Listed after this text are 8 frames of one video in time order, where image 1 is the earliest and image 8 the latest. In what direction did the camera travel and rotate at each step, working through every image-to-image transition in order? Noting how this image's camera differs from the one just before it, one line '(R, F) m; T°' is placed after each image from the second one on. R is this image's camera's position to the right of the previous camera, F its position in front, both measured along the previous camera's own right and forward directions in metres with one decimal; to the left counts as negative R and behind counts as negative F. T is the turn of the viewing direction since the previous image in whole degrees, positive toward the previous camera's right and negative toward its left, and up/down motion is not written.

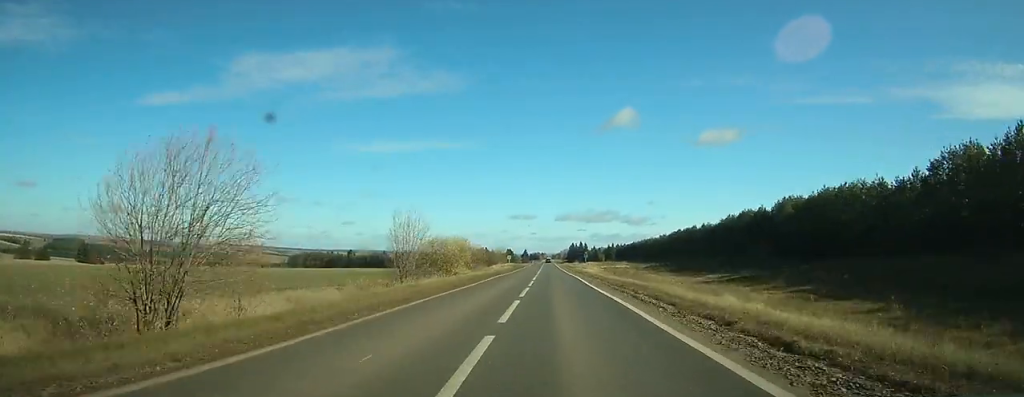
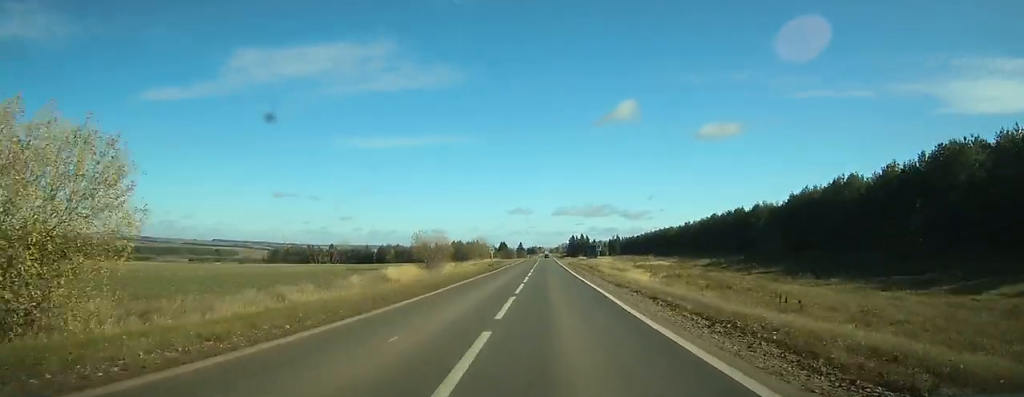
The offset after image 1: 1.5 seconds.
(+0.2, +45.7) m; 0°
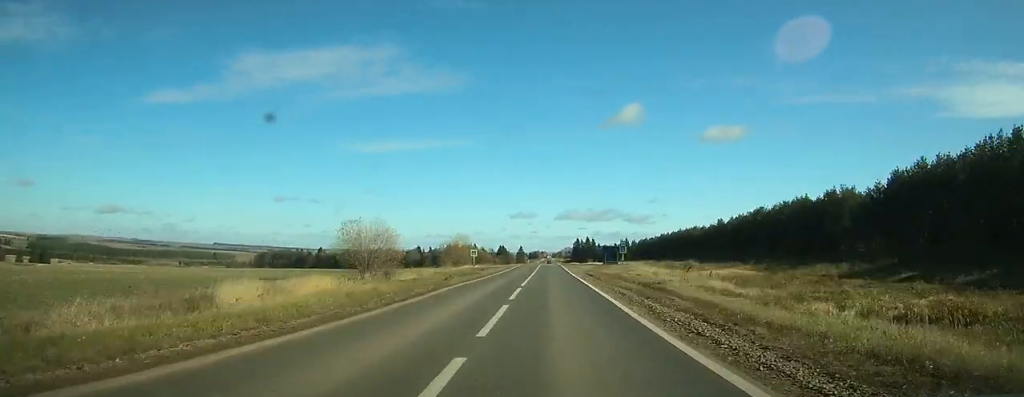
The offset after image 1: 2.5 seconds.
(+0.1, +32.9) m; 0°
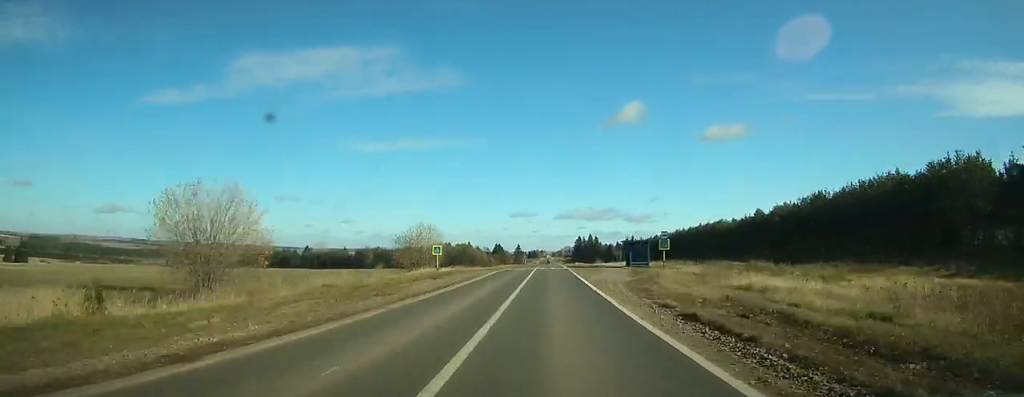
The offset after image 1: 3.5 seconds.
(+0.1, +27.8) m; 0°
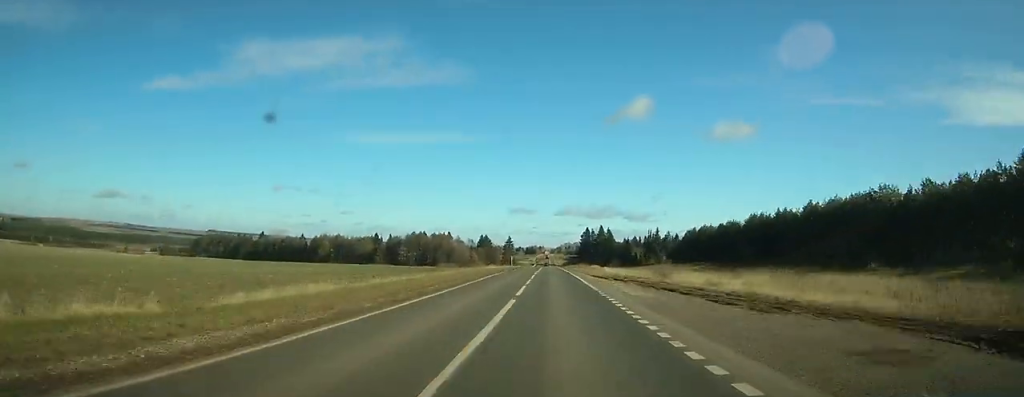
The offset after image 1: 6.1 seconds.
(+0.1, +74.8) m; 0°
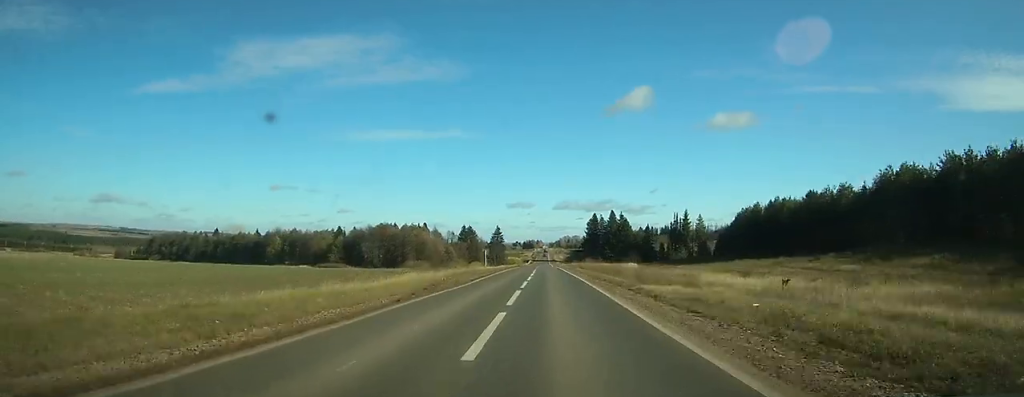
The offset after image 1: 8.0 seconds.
(-0.3, +52.5) m; -1°
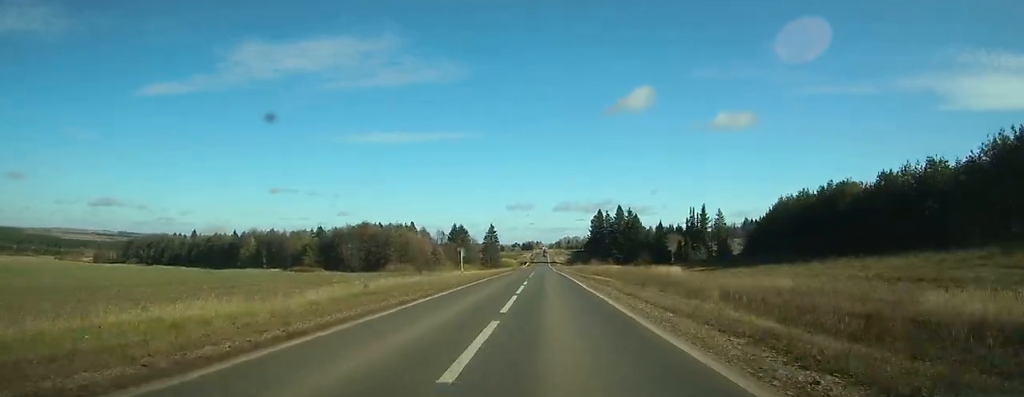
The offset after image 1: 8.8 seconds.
(-0.1, +22.5) m; 0°
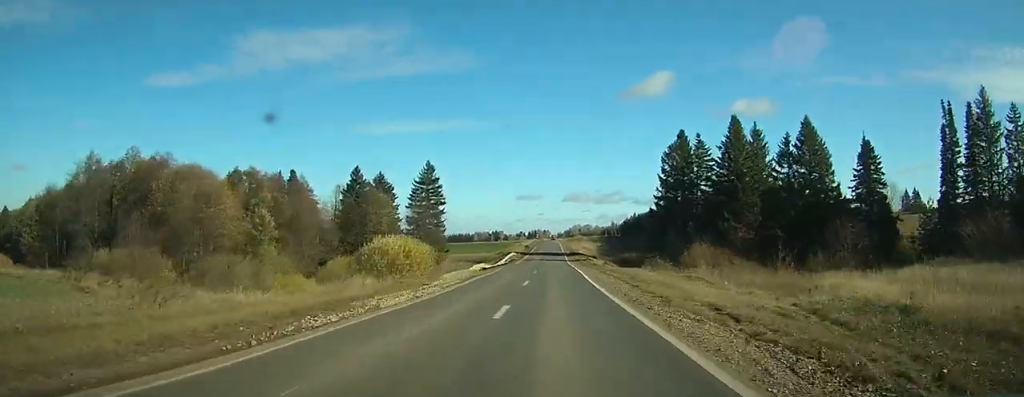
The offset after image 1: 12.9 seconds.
(-0.6, +121.9) m; 0°
